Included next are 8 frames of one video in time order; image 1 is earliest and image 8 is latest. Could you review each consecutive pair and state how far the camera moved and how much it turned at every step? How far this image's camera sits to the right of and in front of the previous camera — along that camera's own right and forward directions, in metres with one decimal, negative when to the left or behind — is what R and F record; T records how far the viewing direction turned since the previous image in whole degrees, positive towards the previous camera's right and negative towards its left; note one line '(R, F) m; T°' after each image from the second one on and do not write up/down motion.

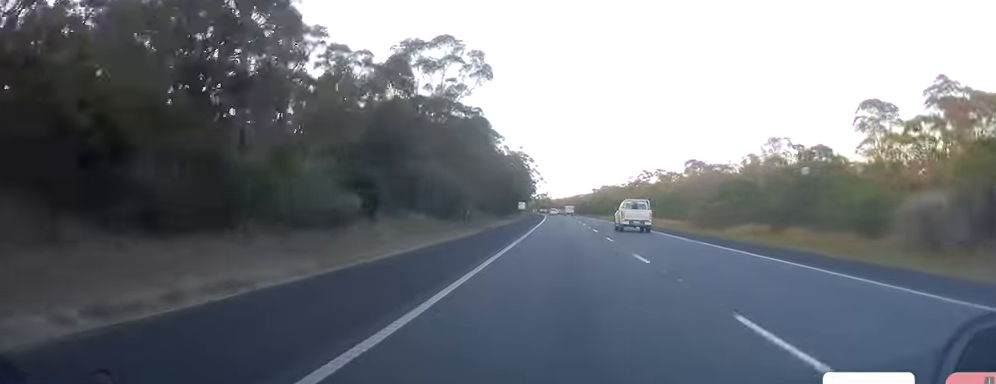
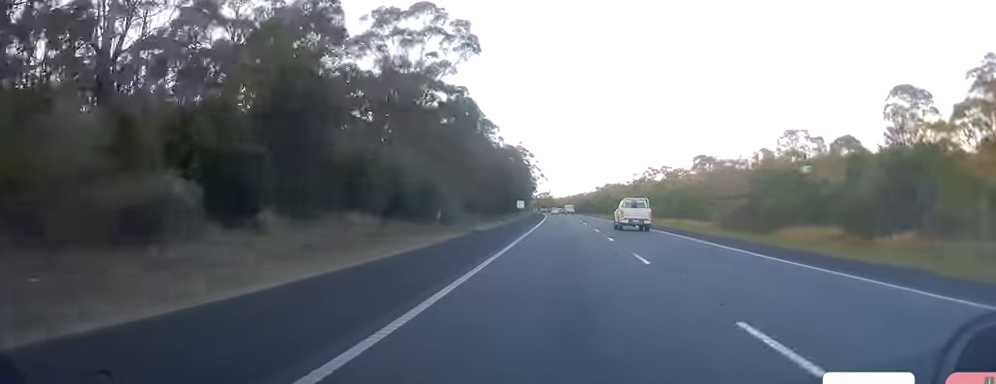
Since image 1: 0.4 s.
(0.0, +12.3) m; 0°
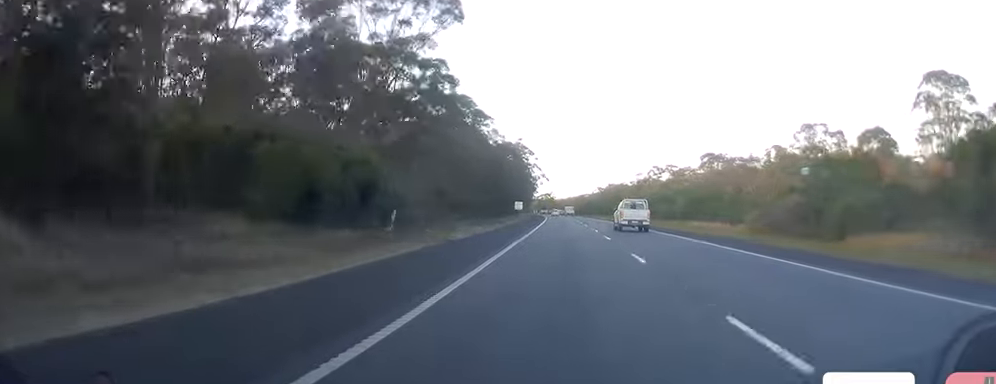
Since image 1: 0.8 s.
(0.0, +11.3) m; 0°
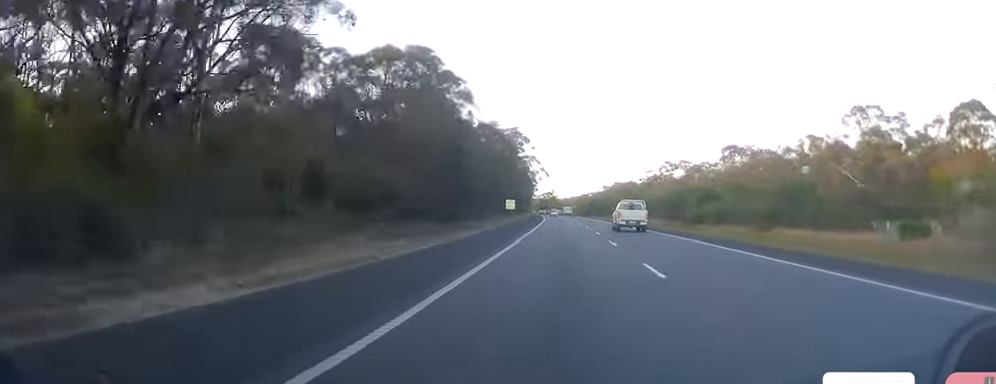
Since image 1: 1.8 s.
(-0.3, +27.2) m; -1°
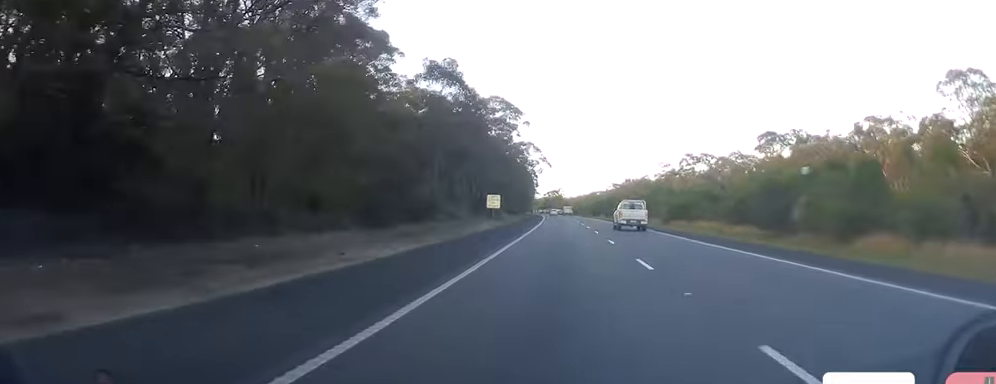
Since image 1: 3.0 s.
(+0.1, +33.8) m; 0°
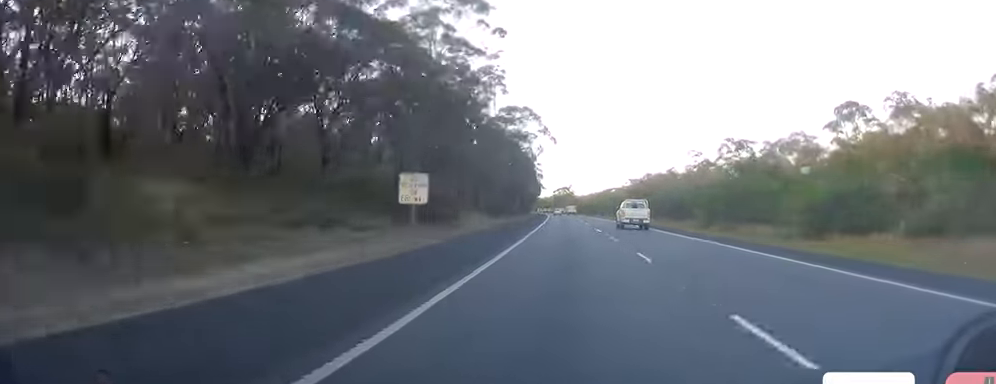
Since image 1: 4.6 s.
(-0.5, +45.4) m; -1°
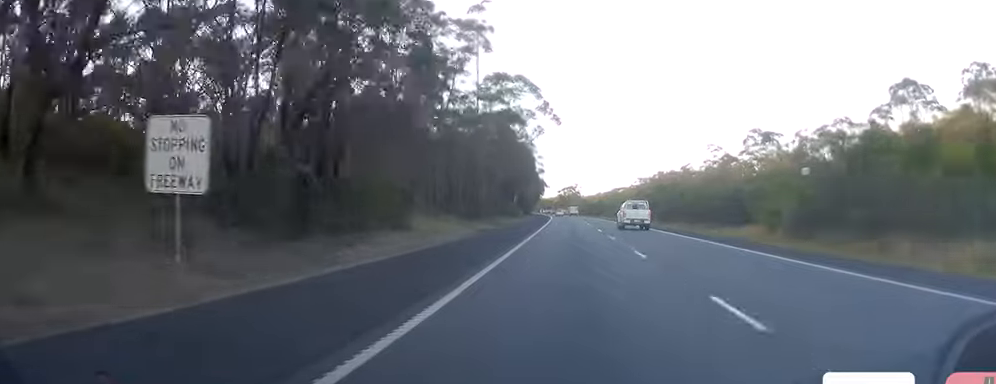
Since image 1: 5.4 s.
(+0.3, +21.8) m; 0°
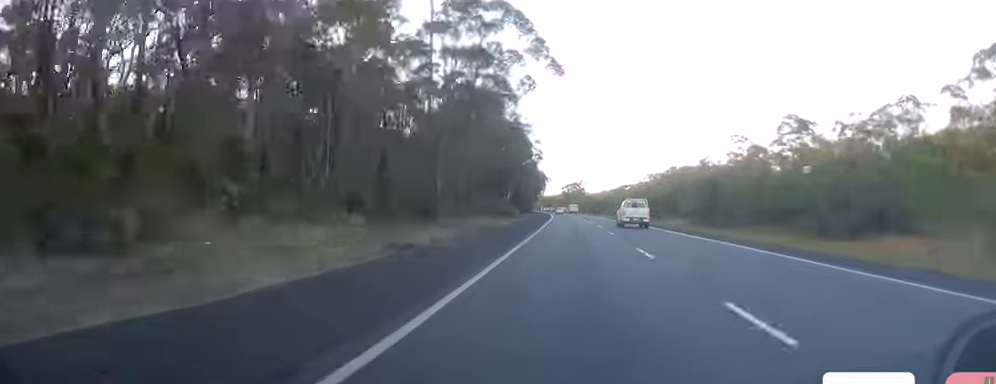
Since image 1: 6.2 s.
(-0.5, +24.6) m; -1°
